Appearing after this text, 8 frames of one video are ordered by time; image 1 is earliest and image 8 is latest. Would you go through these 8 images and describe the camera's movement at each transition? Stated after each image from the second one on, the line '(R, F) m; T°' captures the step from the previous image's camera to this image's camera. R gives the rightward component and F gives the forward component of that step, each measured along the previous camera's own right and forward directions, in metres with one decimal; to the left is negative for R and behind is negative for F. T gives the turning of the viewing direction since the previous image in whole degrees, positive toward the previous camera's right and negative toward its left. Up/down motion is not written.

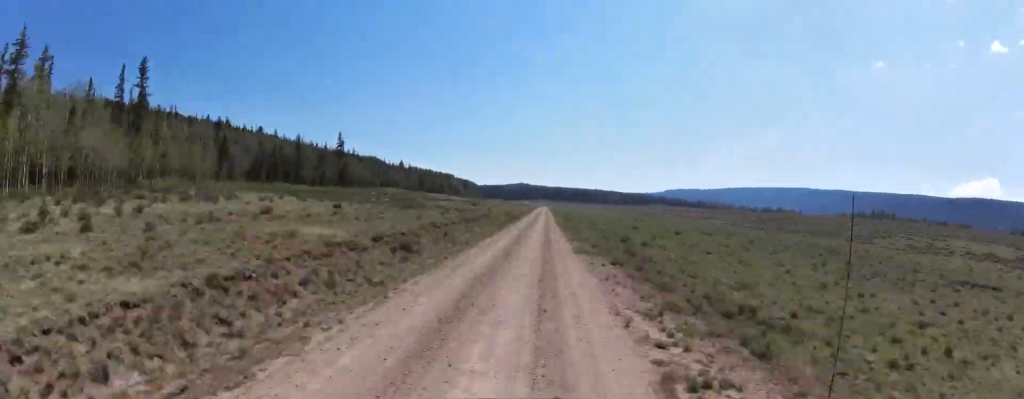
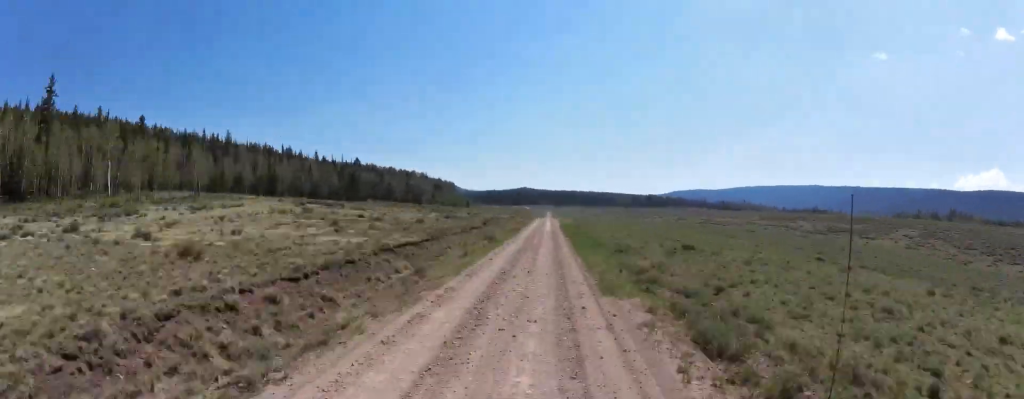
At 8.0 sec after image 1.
(+0.4, +135.5) m; 0°
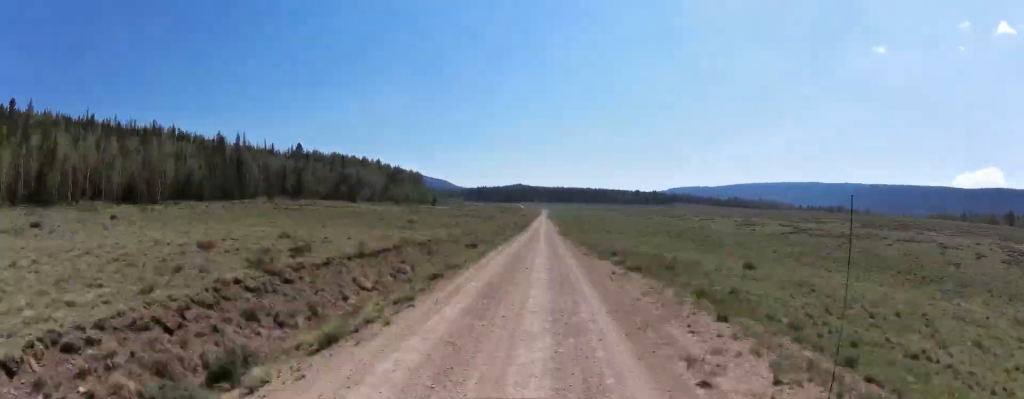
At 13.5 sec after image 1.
(-0.6, +93.9) m; 0°
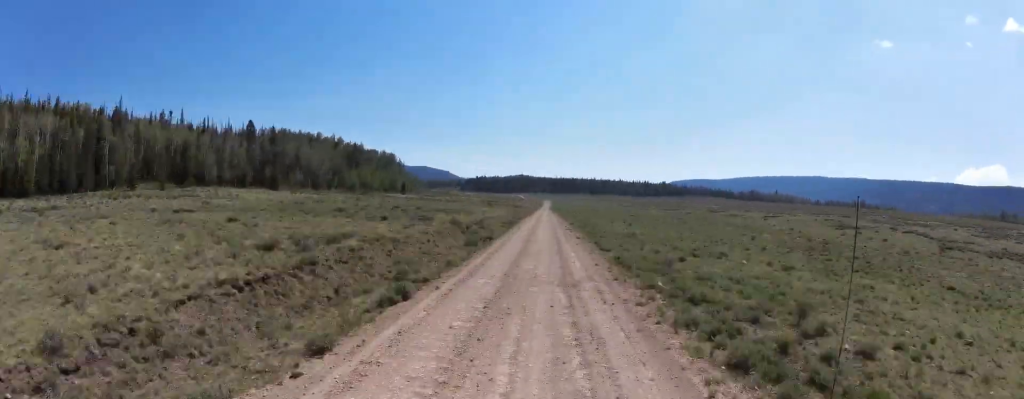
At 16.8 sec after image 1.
(+0.2, +56.1) m; 0°
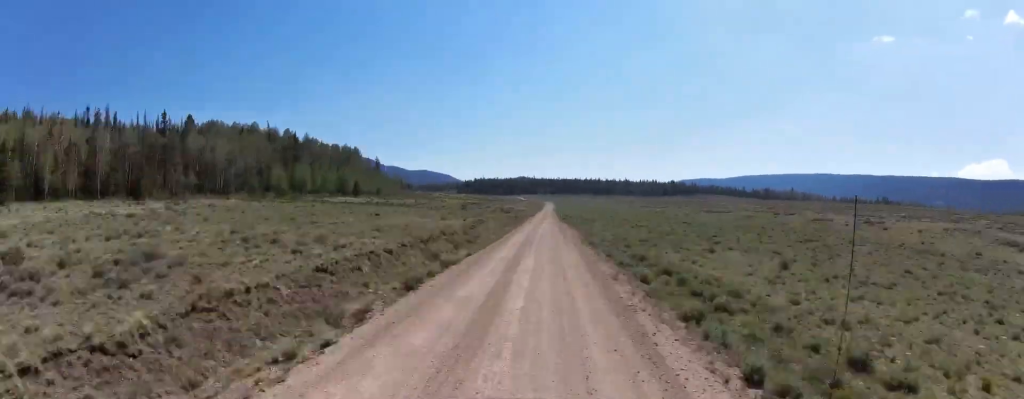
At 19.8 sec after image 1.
(+0.1, +51.7) m; 0°
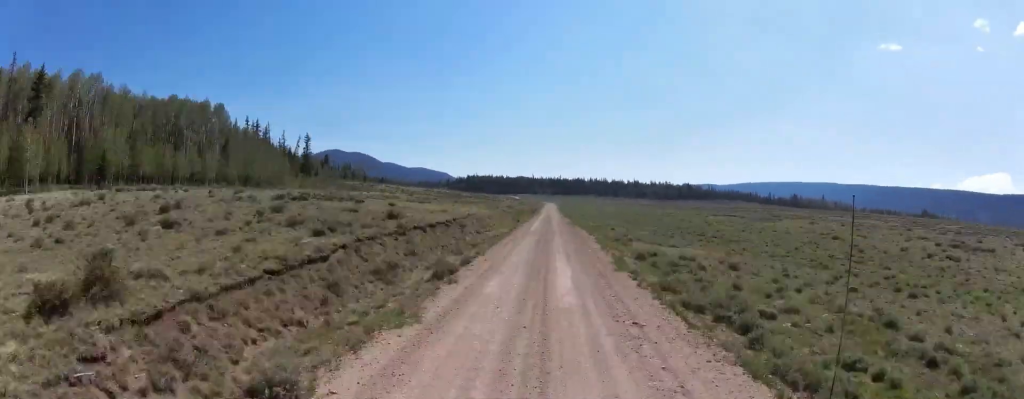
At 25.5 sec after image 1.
(-0.1, +99.4) m; 0°
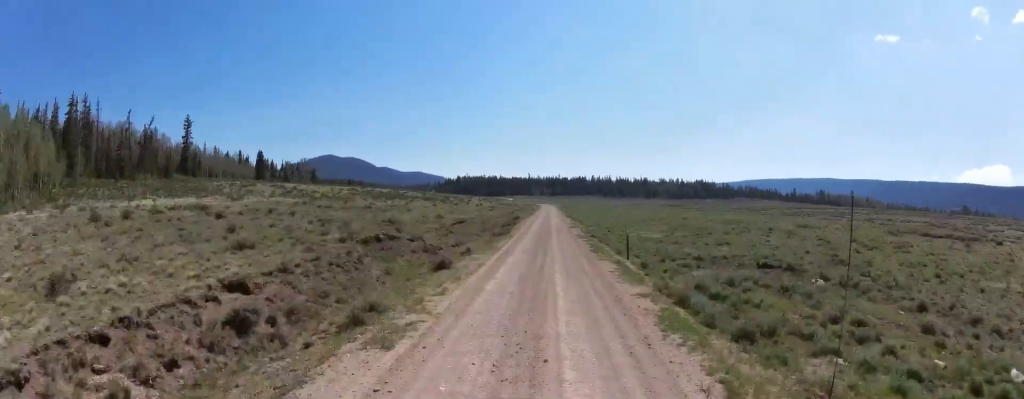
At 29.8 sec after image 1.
(0.0, +73.1) m; -1°
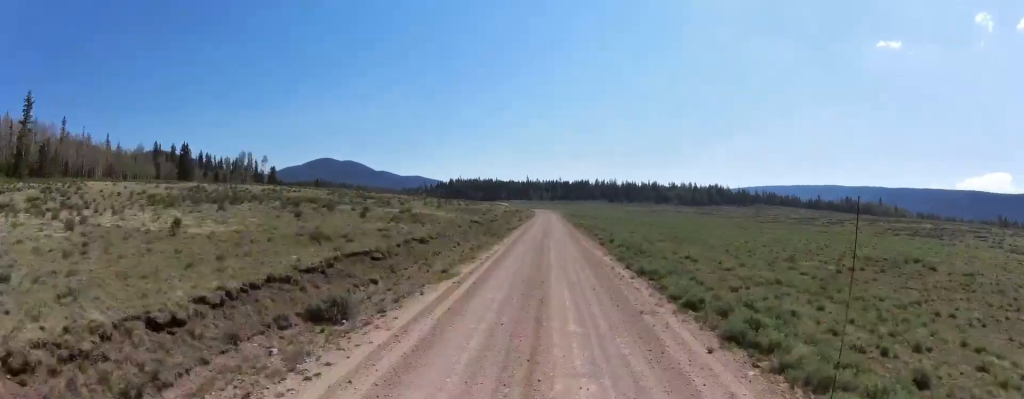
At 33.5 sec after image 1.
(+0.3, +64.0) m; -1°
